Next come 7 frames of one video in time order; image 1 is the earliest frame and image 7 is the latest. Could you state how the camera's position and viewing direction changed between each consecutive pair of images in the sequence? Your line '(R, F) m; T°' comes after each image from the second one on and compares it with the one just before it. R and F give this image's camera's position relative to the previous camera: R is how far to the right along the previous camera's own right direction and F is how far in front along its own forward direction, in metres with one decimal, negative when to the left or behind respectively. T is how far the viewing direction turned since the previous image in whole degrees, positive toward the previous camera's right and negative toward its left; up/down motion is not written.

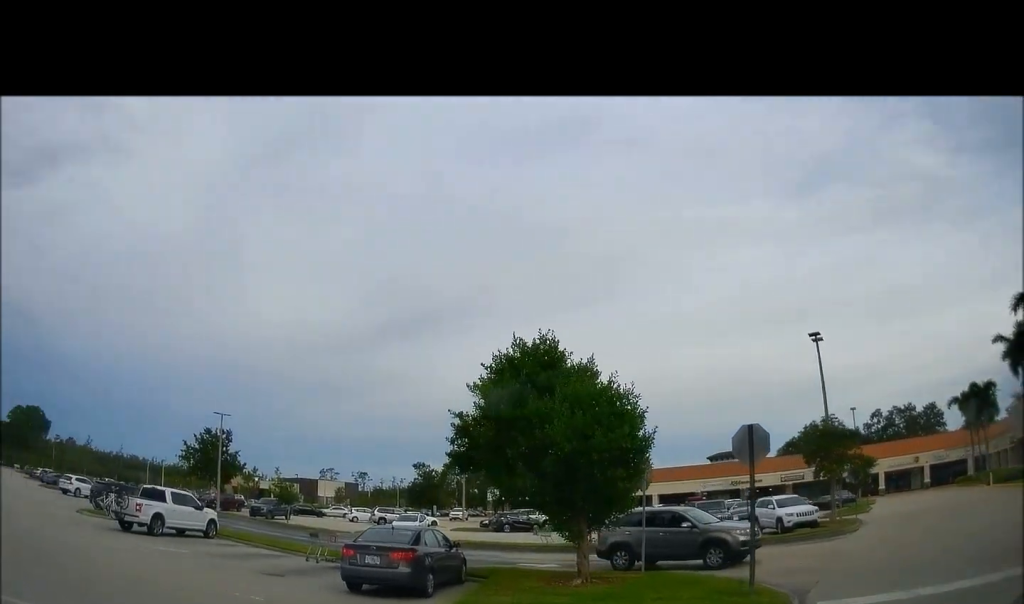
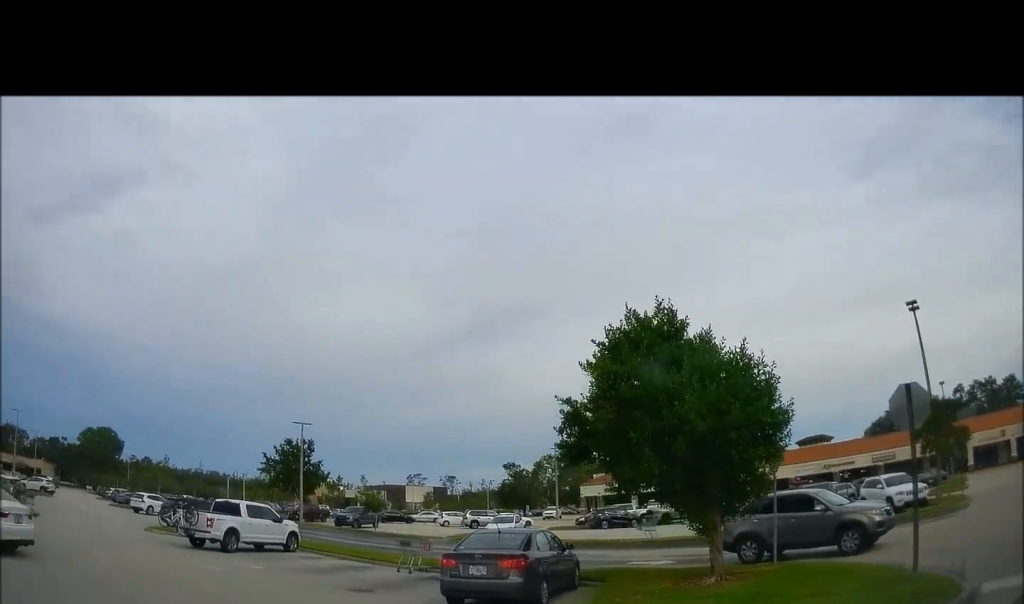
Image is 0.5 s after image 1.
(+0.1, +1.3) m; -8°
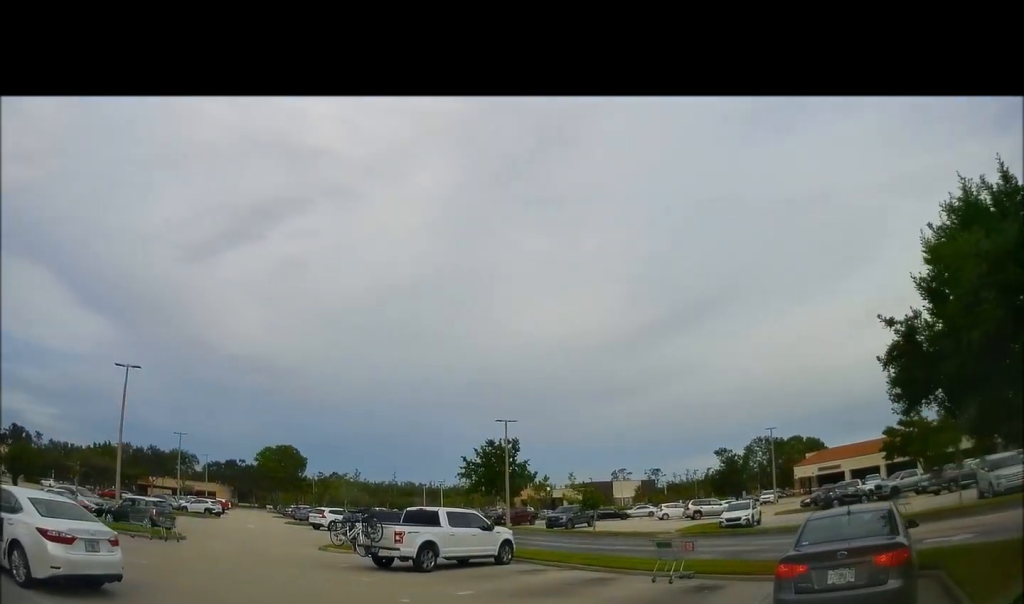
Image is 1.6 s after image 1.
(-0.7, +3.2) m; -24°
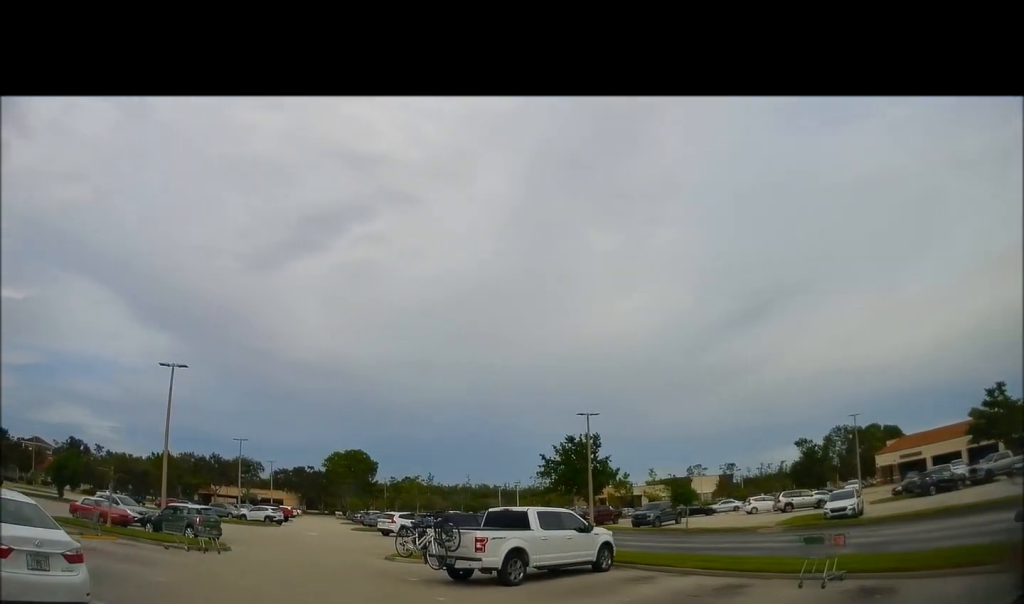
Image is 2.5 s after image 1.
(-0.3, +2.4) m; -10°
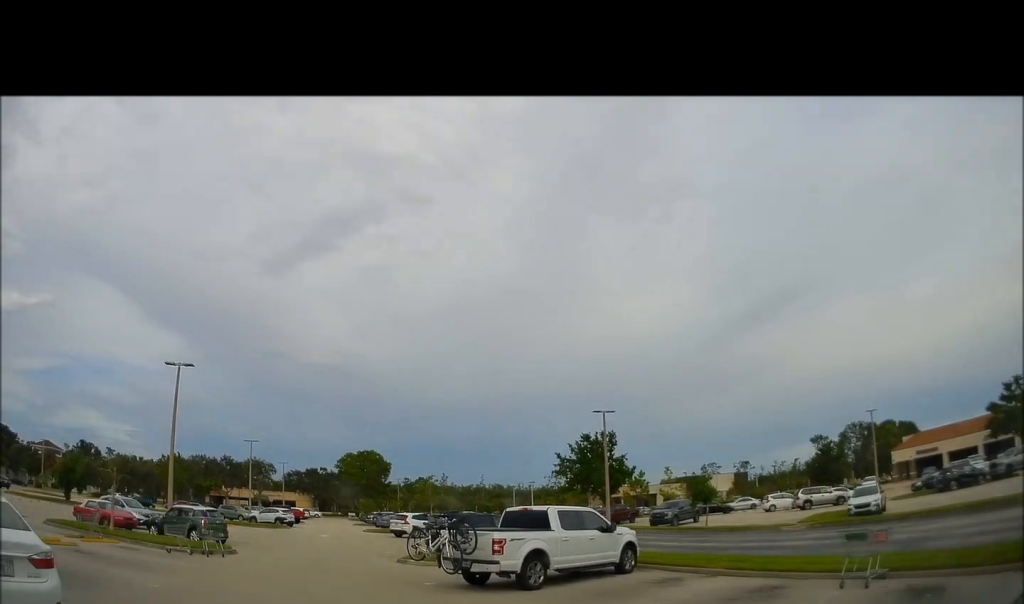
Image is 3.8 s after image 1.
(-0.3, +3.8) m; -6°
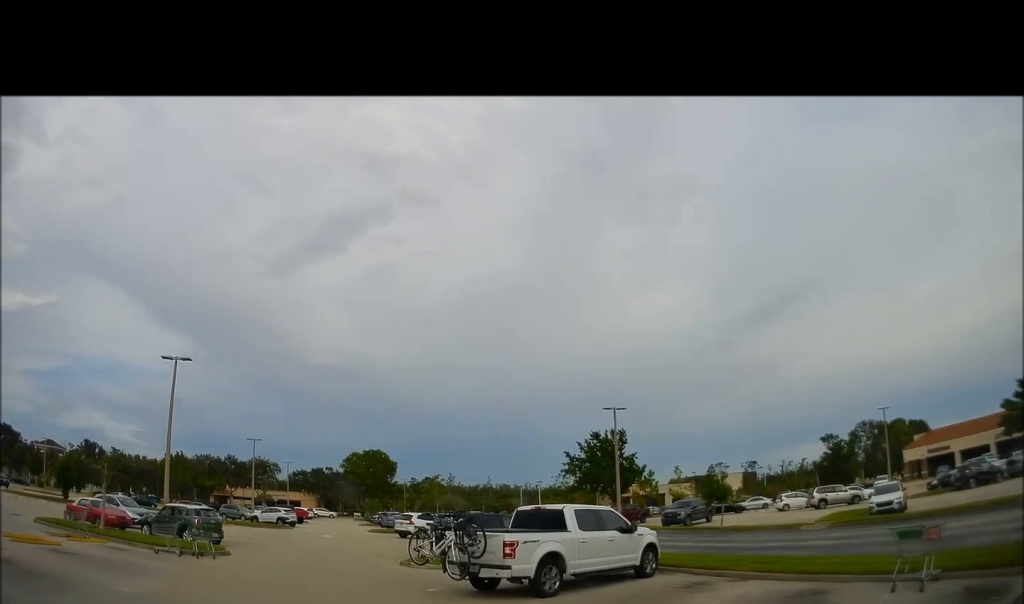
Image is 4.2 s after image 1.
(0.0, +1.3) m; -2°
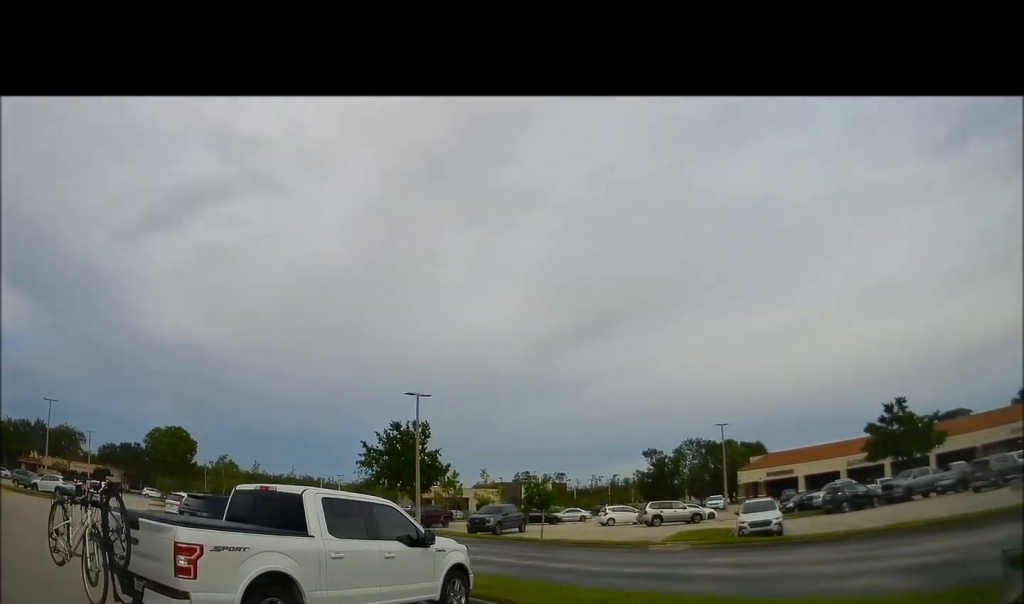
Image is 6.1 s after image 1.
(-0.2, +5.6) m; +6°
